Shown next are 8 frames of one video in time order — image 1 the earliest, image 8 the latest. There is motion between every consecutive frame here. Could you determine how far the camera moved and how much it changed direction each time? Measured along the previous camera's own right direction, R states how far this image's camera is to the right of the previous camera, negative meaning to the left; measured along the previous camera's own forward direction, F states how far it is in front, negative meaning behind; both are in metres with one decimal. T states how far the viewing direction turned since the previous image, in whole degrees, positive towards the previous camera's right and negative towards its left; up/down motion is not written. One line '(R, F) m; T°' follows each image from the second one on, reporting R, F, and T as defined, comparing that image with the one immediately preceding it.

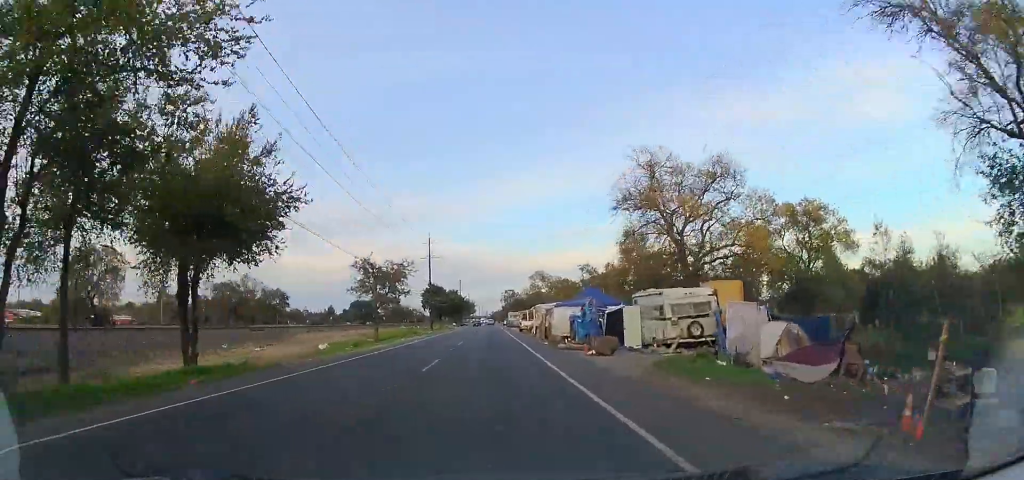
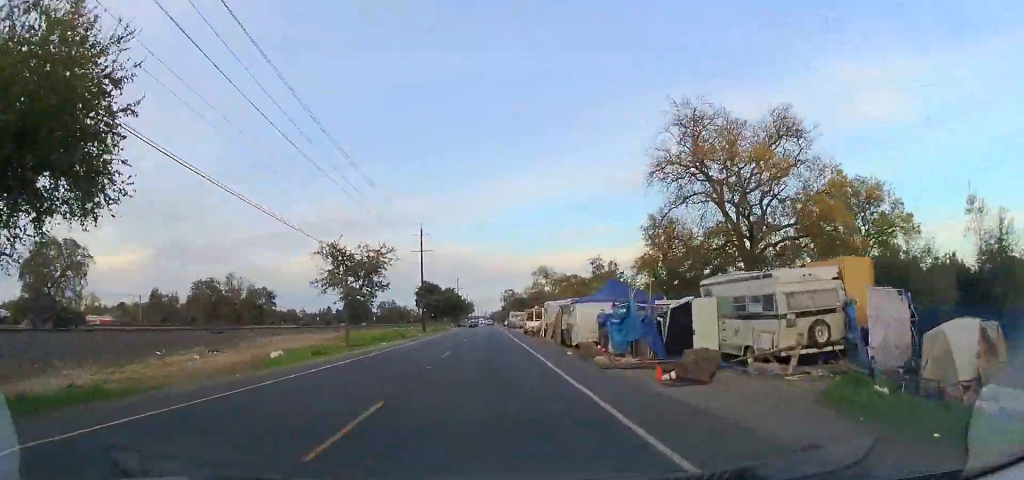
(-0.1, +8.9) m; 0°
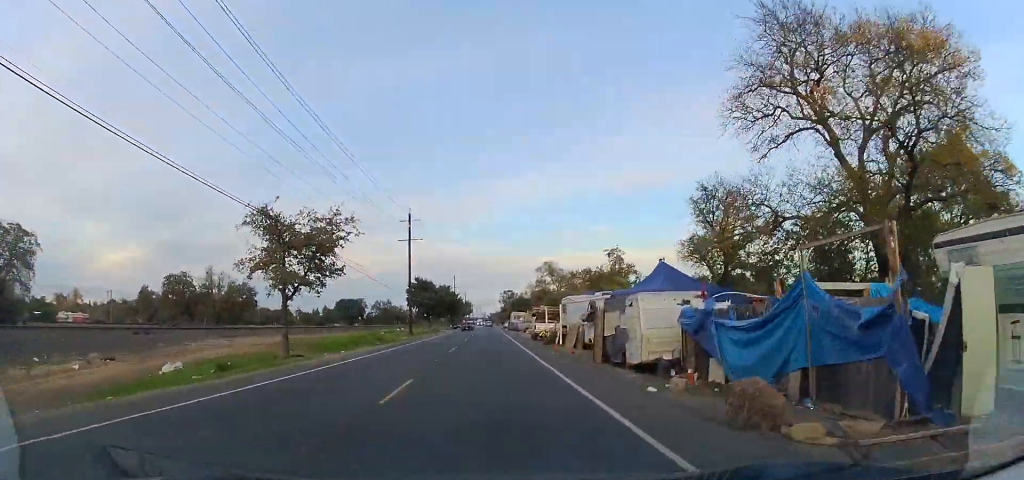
(+0.4, +10.9) m; 0°
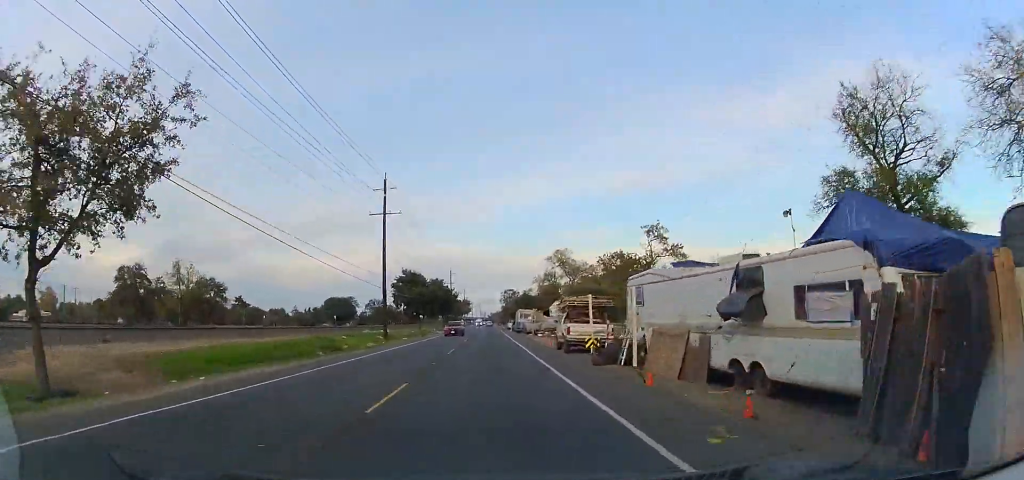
(+0.1, +15.7) m; 0°
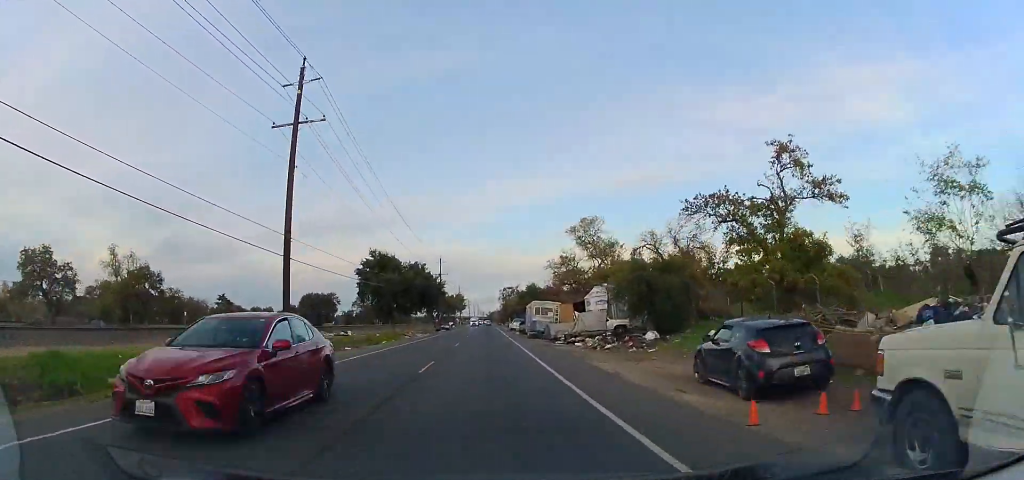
(0.0, +23.1) m; +1°
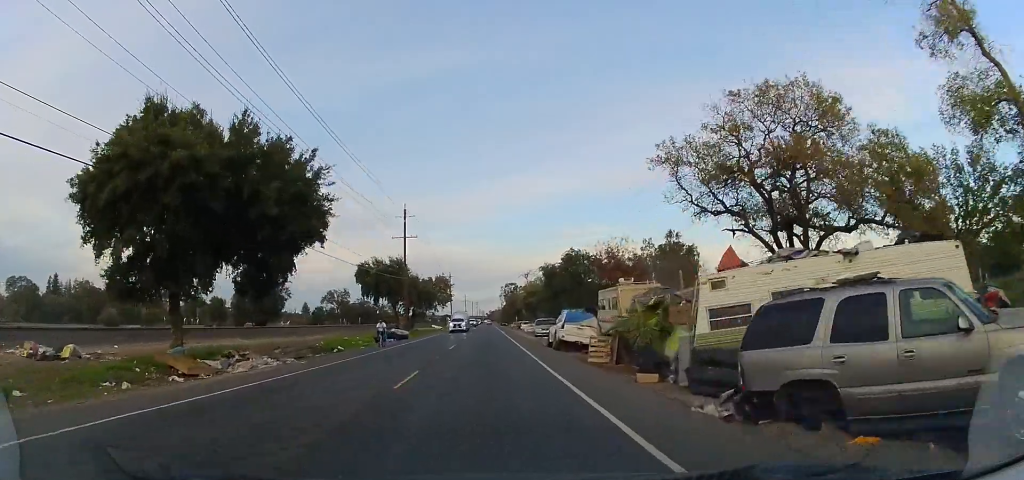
(-0.8, +47.3) m; -3°
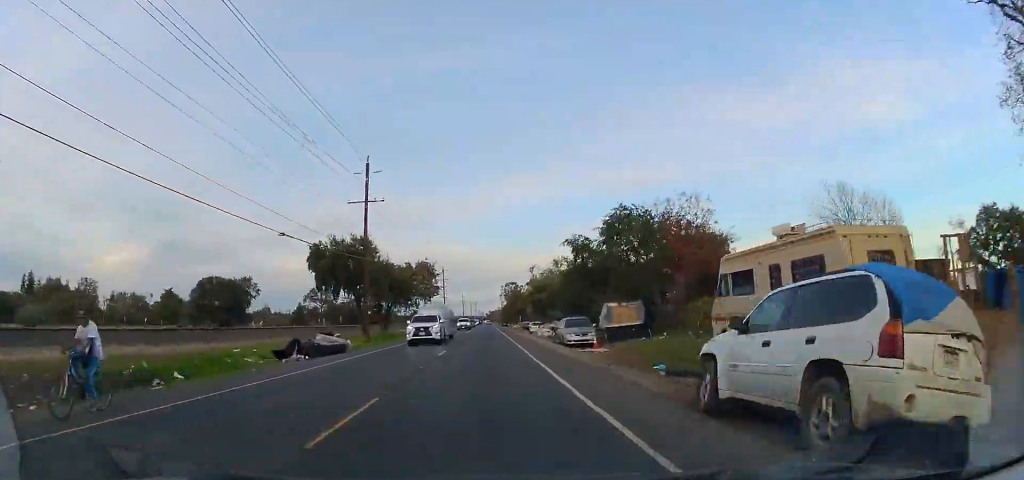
(-0.1, +19.3) m; +1°
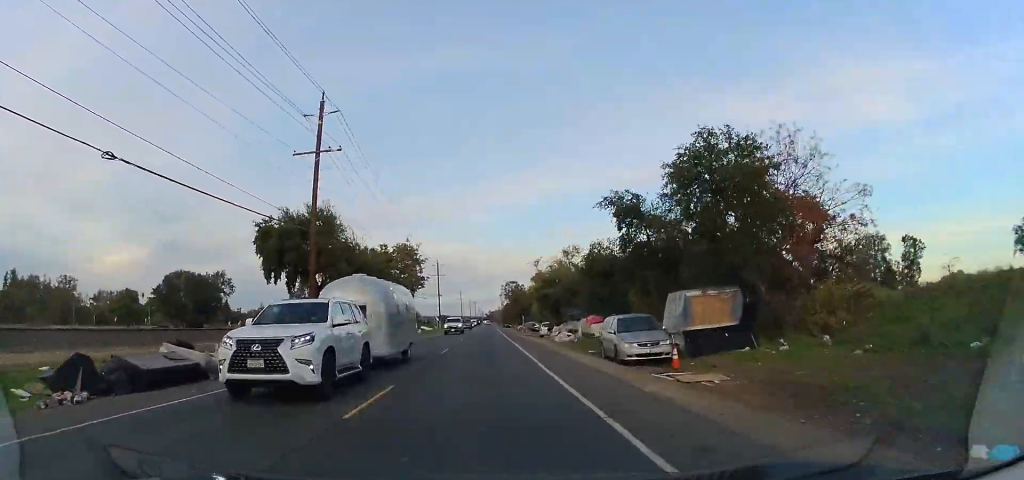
(+0.1, +12.7) m; +2°
